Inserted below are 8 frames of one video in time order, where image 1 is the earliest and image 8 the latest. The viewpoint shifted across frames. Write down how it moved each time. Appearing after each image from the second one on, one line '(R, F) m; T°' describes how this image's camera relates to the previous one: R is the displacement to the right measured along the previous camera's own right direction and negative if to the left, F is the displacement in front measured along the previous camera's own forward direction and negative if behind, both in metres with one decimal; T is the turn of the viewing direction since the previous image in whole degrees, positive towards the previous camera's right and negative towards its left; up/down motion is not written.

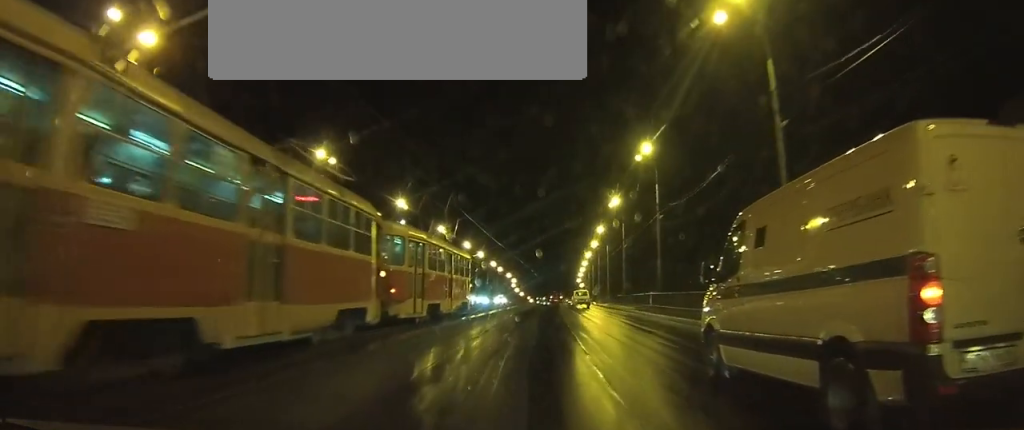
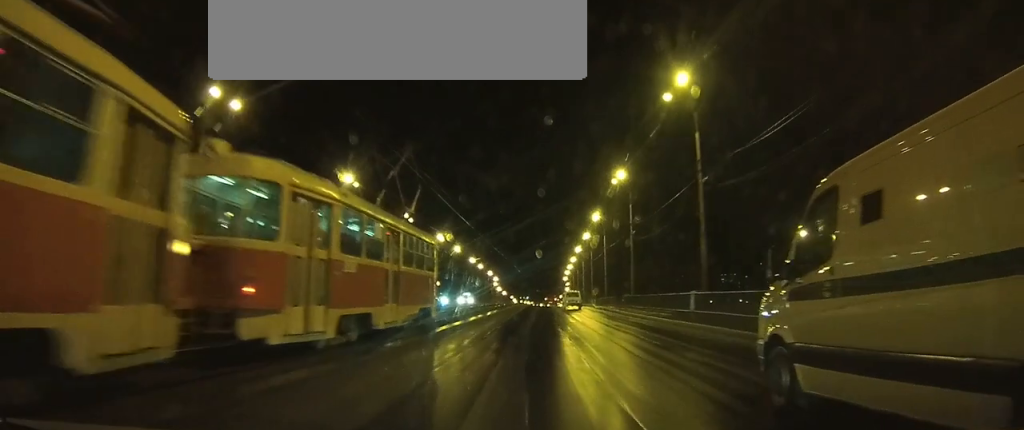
(+0.1, +16.7) m; +1°
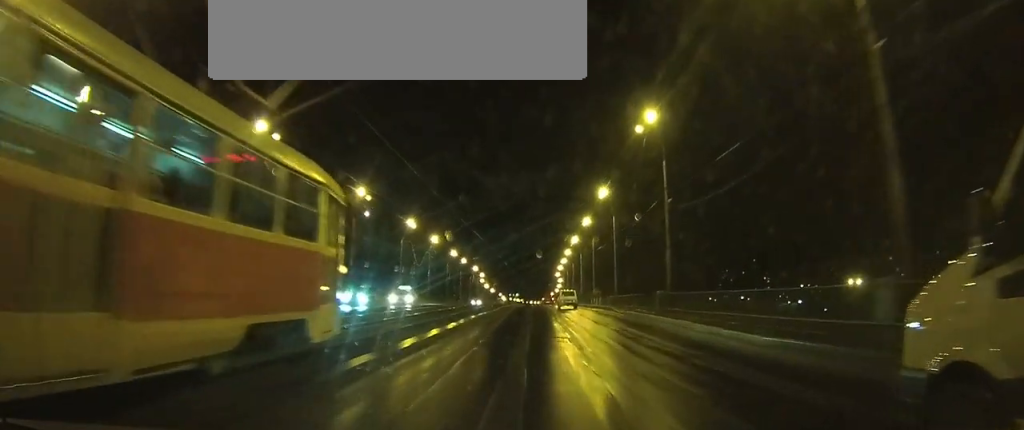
(+0.3, +19.2) m; +1°
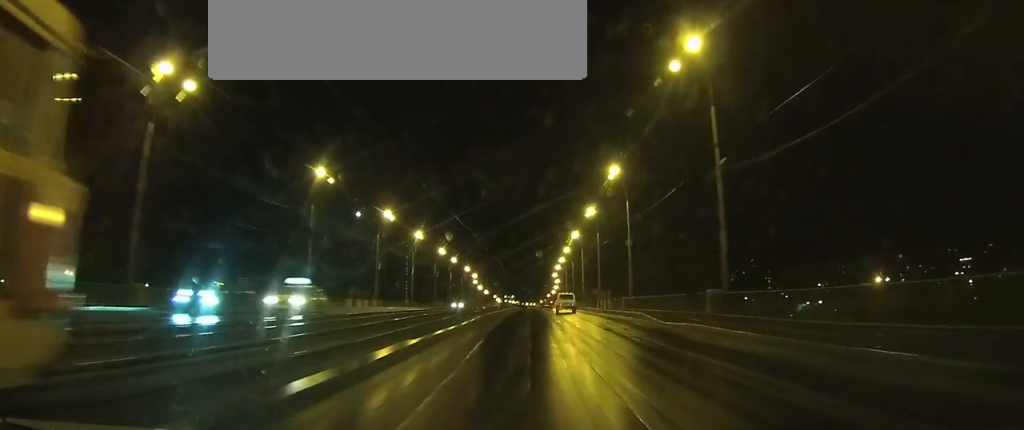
(0.0, +12.4) m; 0°
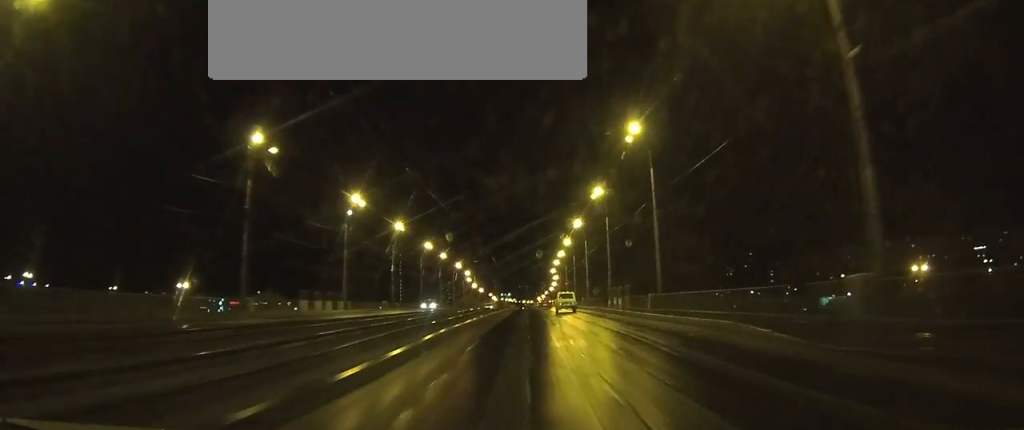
(0.0, +13.2) m; 0°
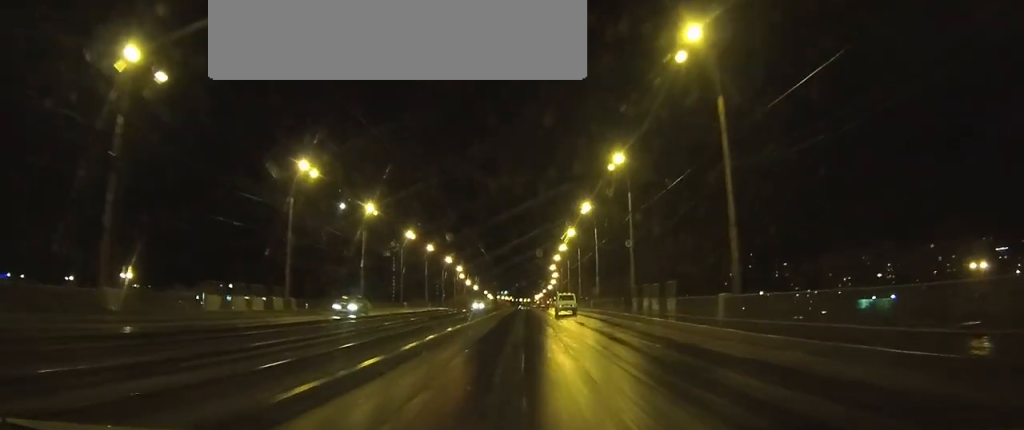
(0.0, +16.4) m; 0°
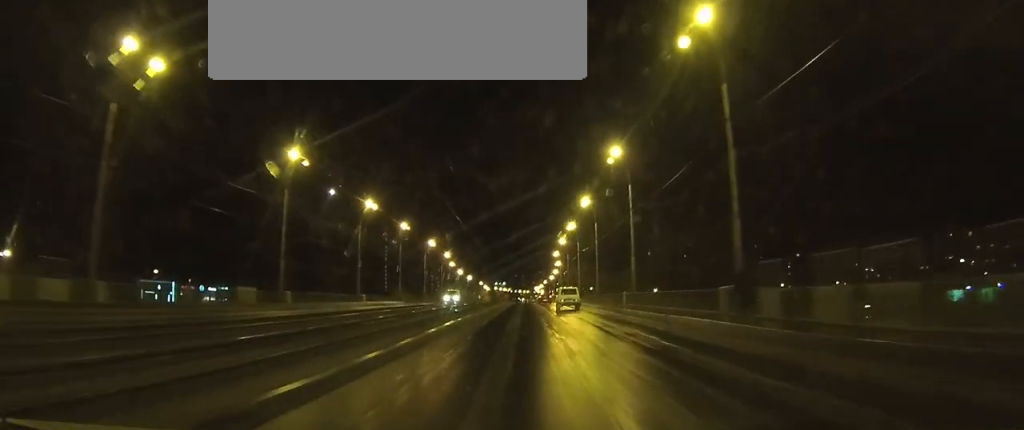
(+0.1, +26.4) m; 0°
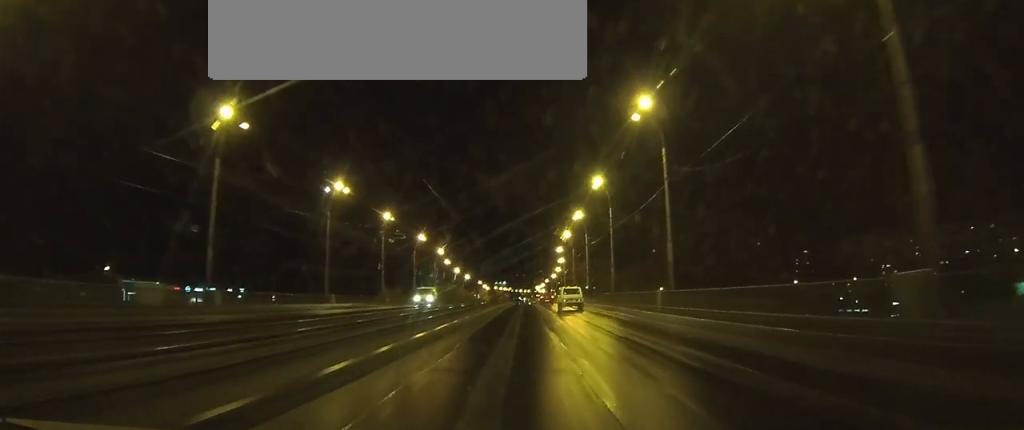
(+0.1, +13.0) m; 0°
